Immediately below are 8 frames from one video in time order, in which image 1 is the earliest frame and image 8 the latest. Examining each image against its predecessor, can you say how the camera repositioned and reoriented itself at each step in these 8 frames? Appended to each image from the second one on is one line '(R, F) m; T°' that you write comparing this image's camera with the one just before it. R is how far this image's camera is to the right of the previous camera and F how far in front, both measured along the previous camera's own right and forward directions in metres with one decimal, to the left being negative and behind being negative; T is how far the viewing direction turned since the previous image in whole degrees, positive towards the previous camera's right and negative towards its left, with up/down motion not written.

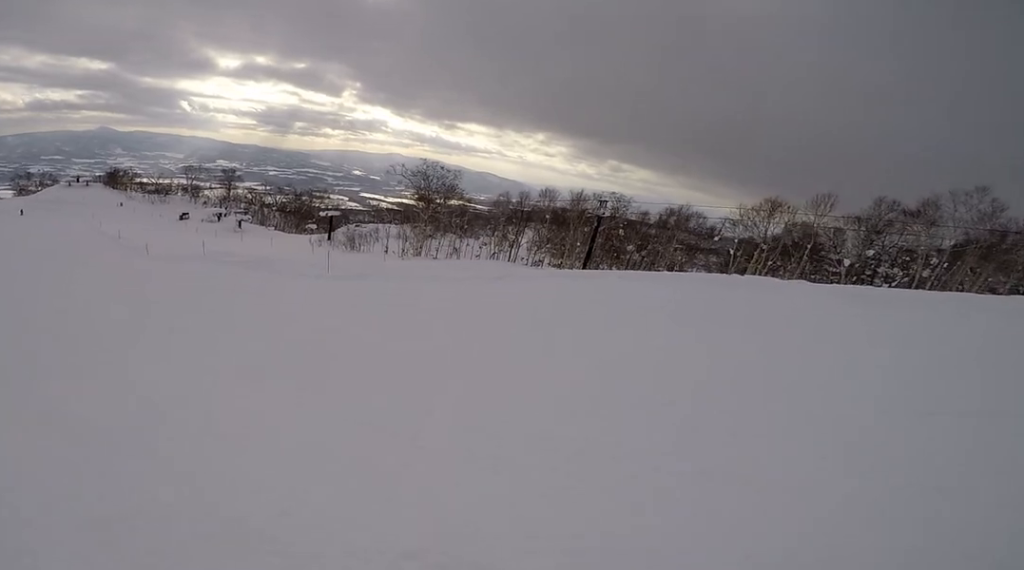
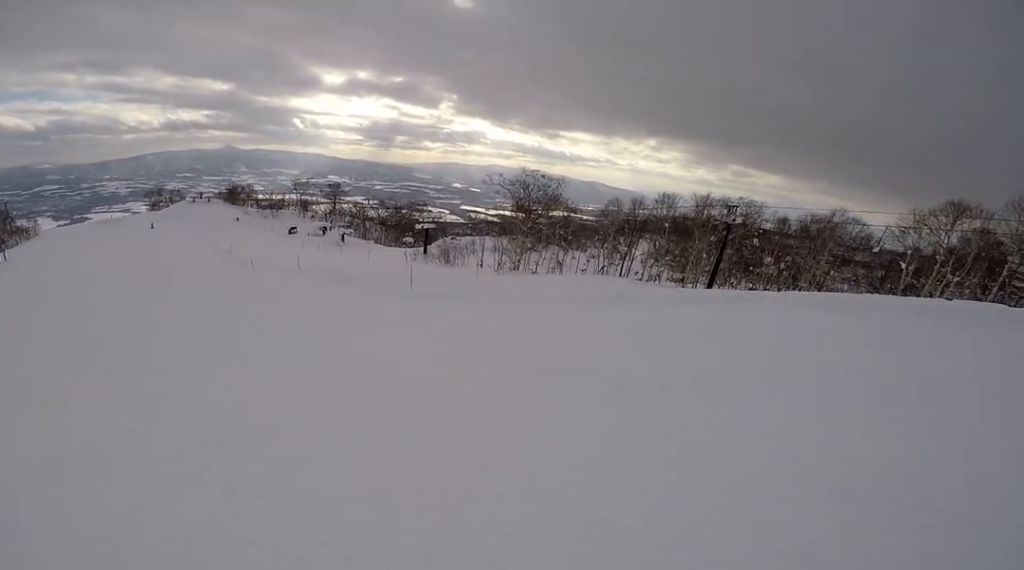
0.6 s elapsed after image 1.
(+0.6, +3.0) m; -4°
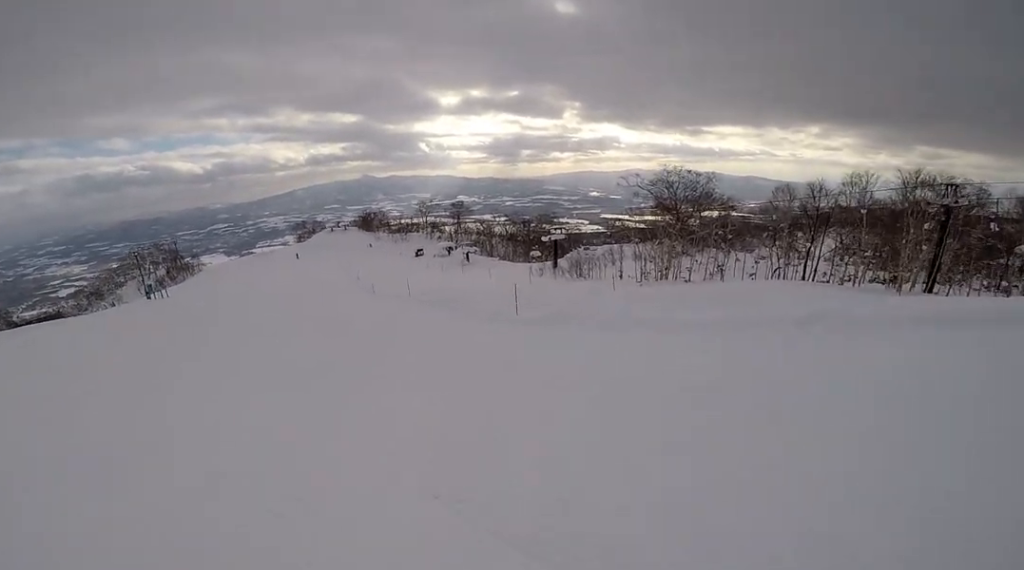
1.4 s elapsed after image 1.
(-0.8, +4.7) m; -18°
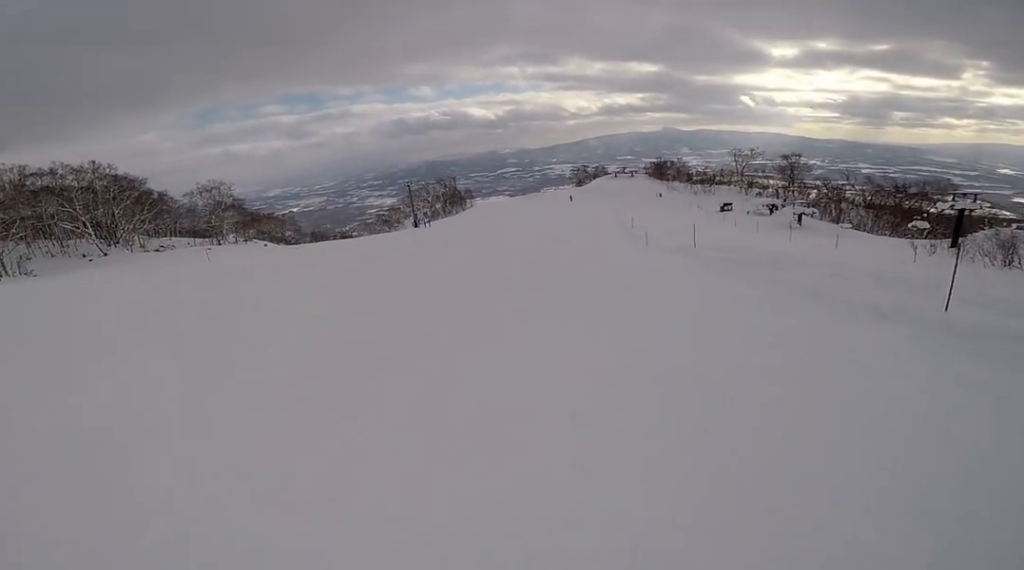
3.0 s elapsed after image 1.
(-2.6, +8.8) m; -33°
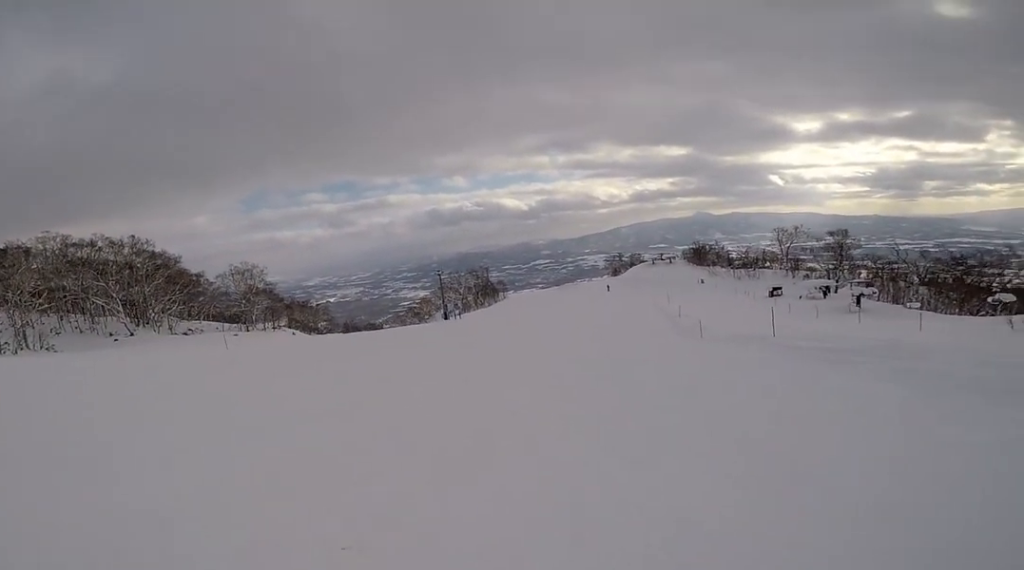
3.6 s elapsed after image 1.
(-0.4, +3.8) m; -16°
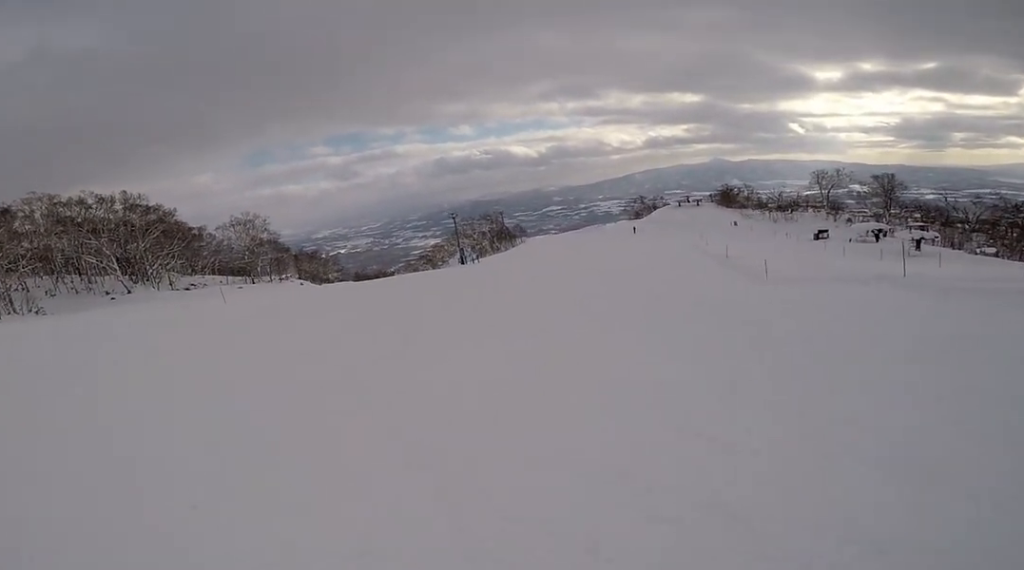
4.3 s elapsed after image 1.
(-1.0, +4.7) m; -10°
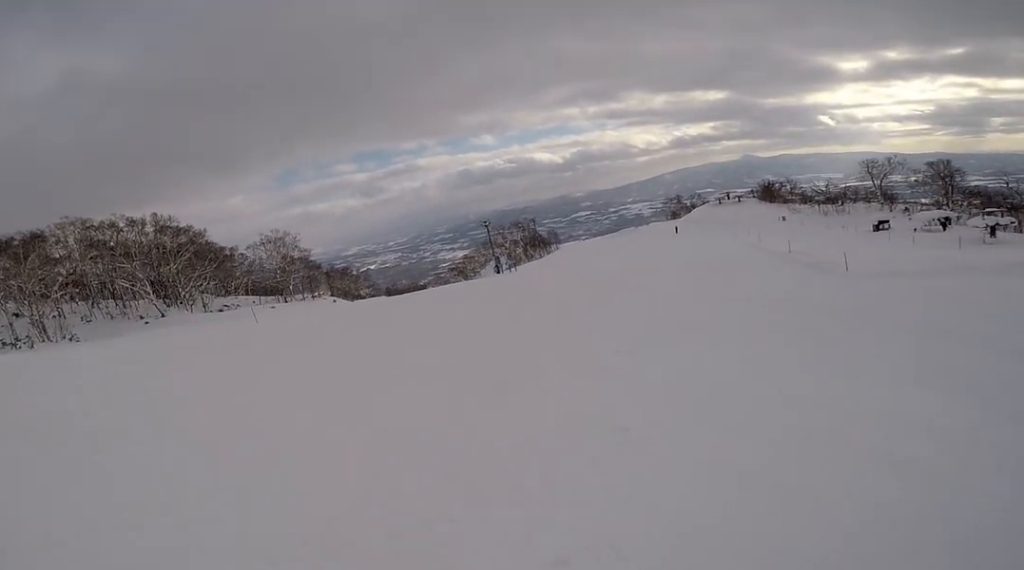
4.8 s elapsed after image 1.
(-0.6, +2.8) m; -3°
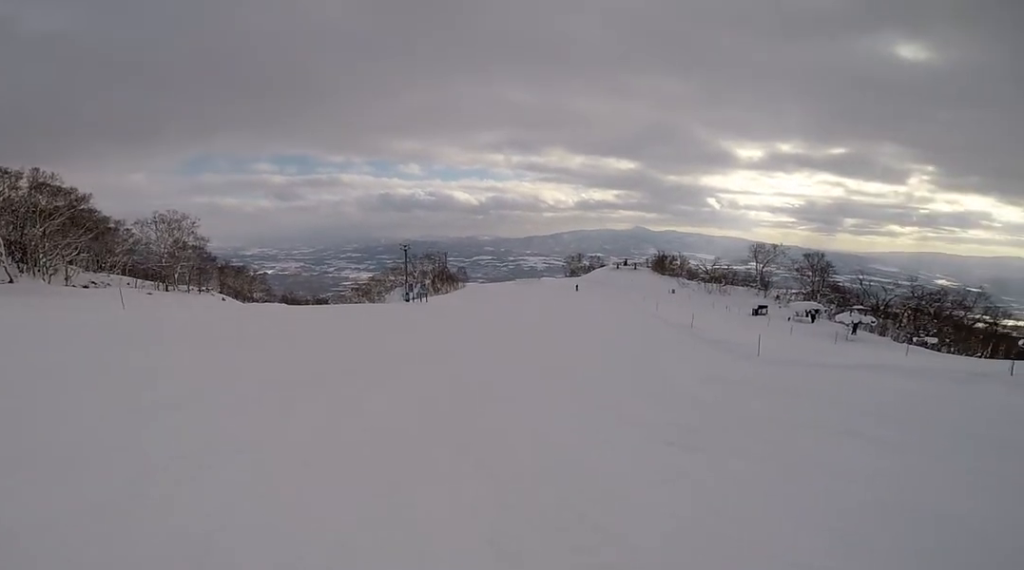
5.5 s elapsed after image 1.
(+0.5, +5.1) m; +5°
